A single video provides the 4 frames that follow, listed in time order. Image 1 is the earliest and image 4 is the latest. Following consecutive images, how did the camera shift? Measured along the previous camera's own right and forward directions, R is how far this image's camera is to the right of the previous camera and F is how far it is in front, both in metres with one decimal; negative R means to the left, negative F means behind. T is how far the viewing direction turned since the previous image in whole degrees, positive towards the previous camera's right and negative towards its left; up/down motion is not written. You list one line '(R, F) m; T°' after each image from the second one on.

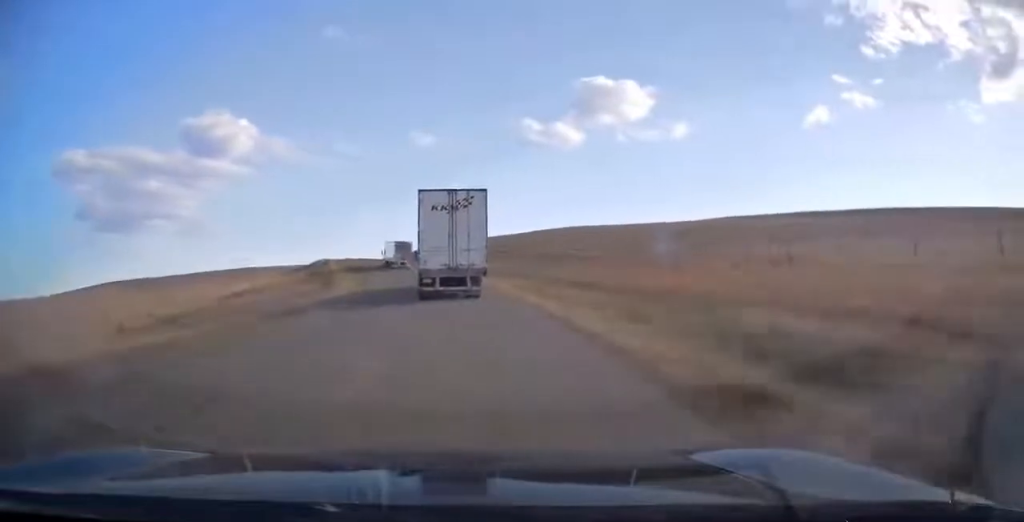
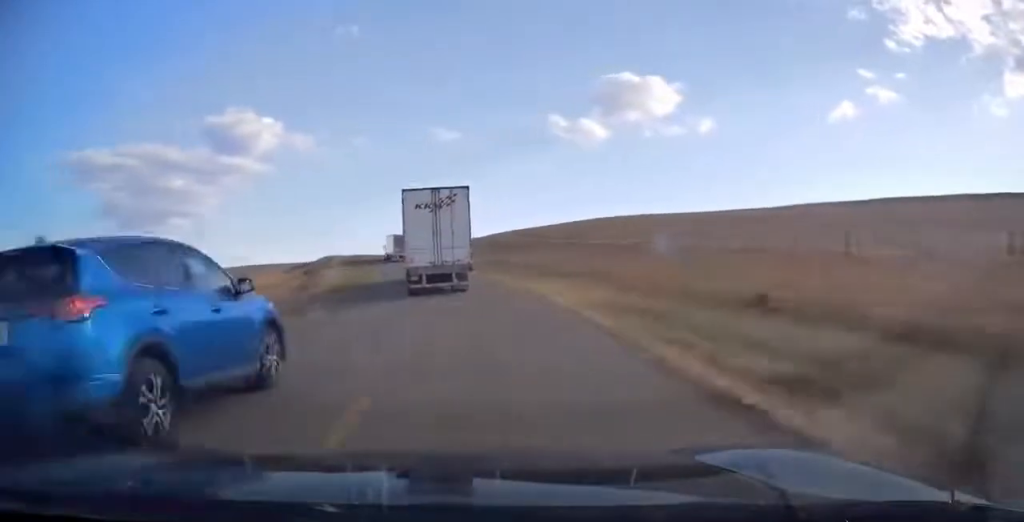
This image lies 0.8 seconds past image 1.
(+0.3, +18.7) m; -1°
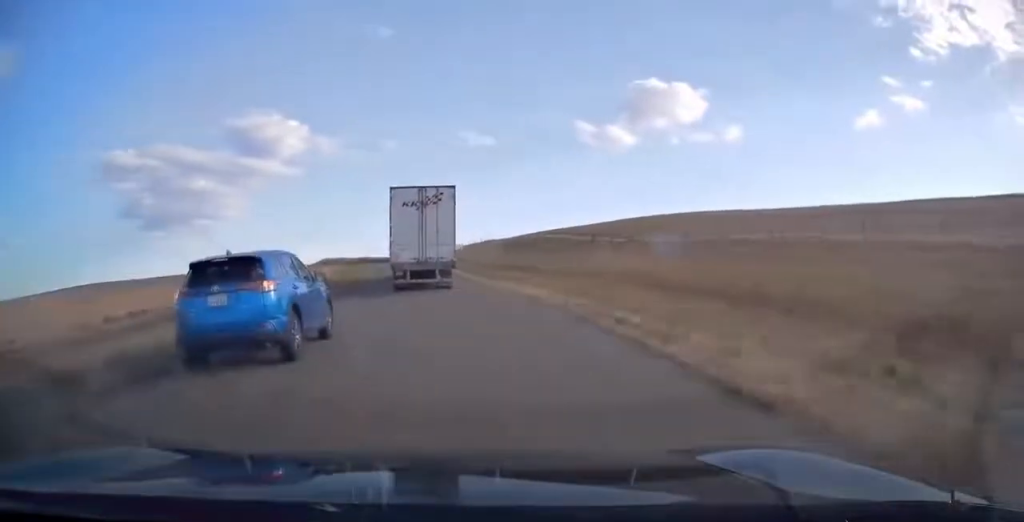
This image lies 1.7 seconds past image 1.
(-0.5, +19.7) m; -3°
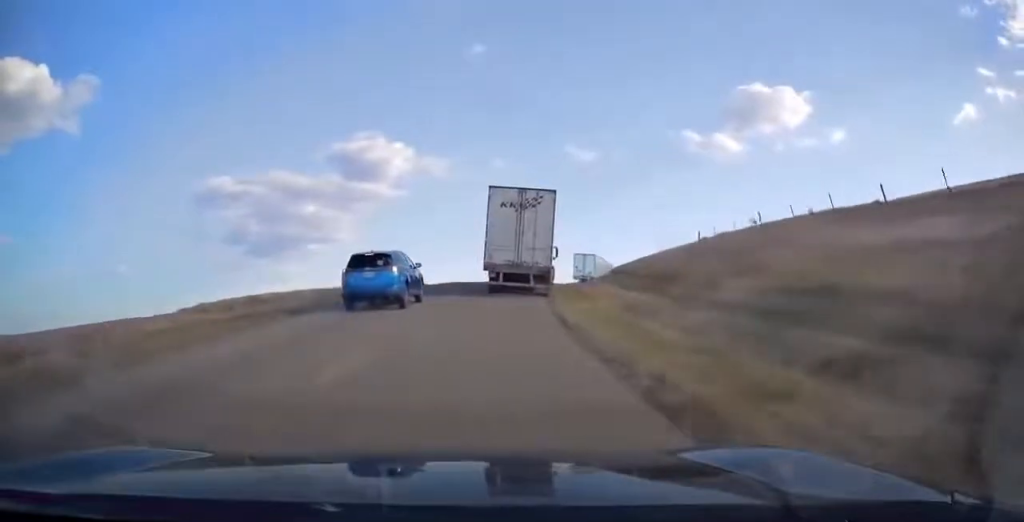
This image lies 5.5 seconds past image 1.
(-9.1, +80.5) m; -10°
